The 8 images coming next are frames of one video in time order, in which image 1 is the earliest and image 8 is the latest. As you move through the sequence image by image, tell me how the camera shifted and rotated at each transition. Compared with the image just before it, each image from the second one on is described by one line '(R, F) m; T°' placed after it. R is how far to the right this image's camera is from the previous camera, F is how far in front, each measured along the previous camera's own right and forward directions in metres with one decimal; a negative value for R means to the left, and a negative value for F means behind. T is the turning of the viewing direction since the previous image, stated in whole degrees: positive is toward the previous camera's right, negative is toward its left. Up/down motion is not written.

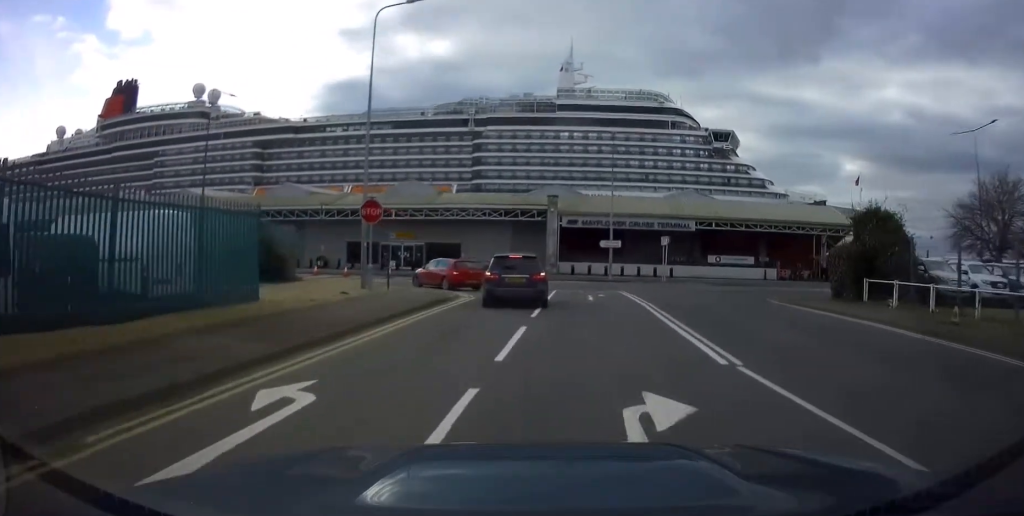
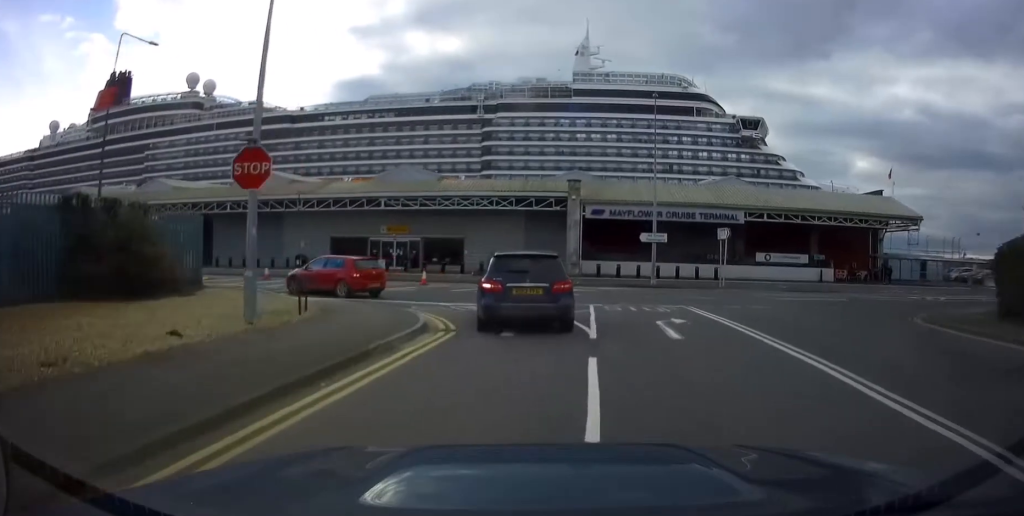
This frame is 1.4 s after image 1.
(-0.3, +10.5) m; -1°
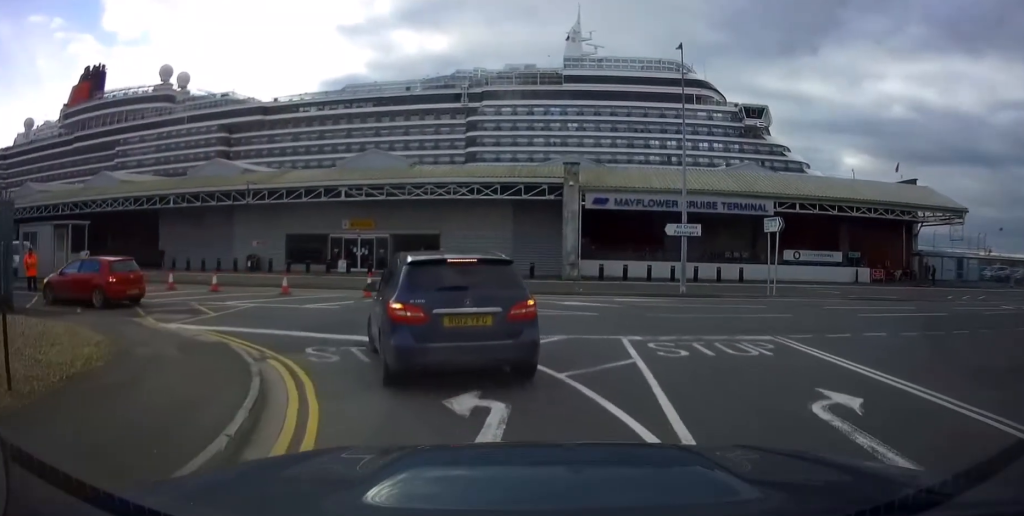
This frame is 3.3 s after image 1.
(+0.2, +9.7) m; 0°
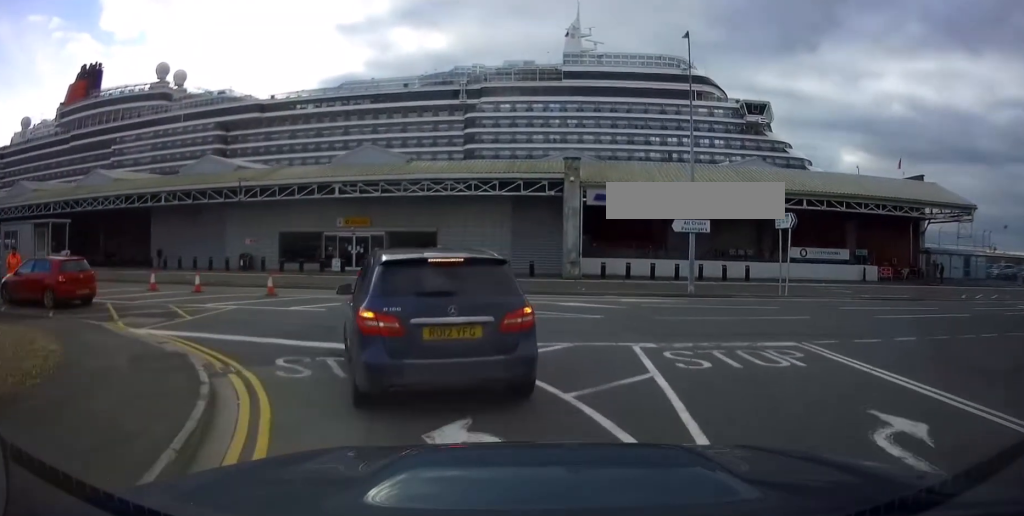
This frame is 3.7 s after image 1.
(0.0, +1.7) m; -1°
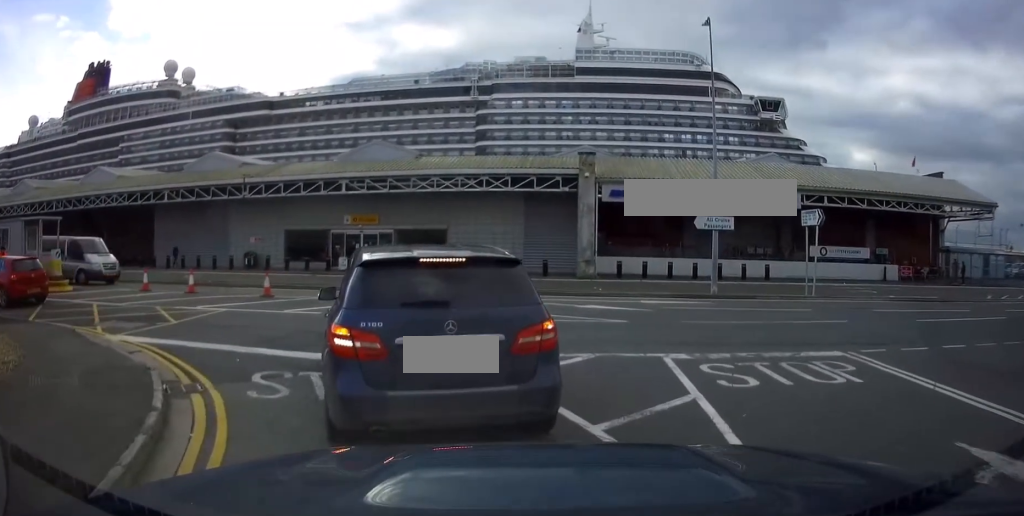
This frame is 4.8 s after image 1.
(-0.1, +2.6) m; -2°
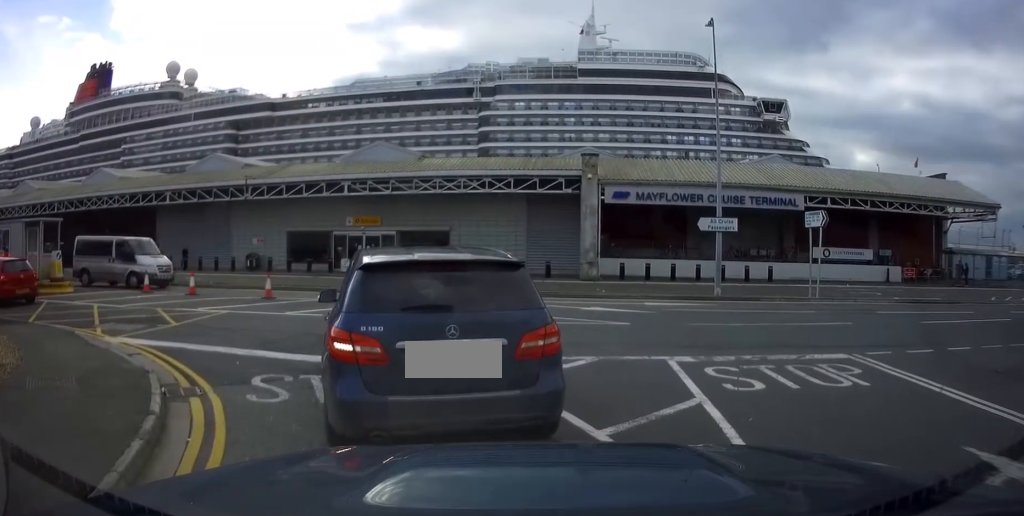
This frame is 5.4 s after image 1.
(0.0, +0.6) m; 0°
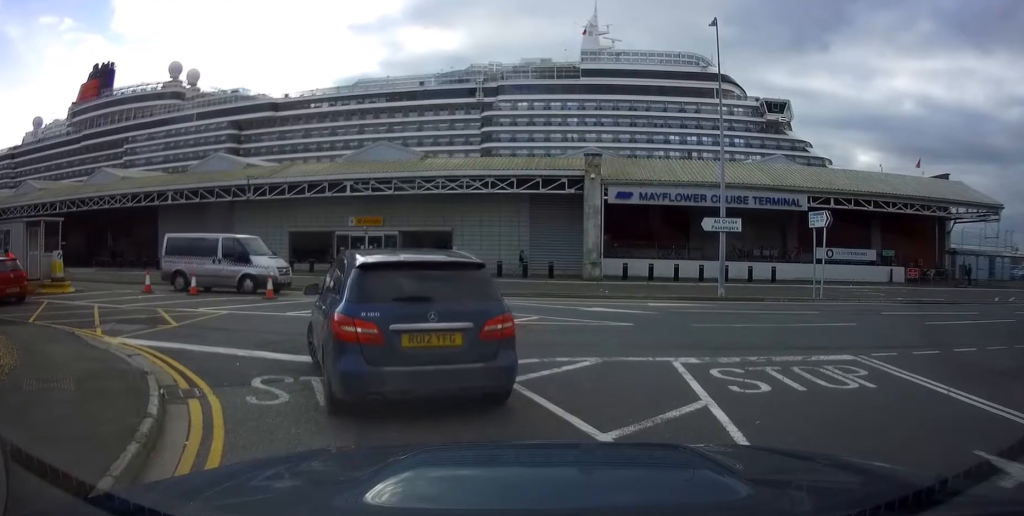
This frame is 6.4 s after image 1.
(0.0, +0.4) m; 0°
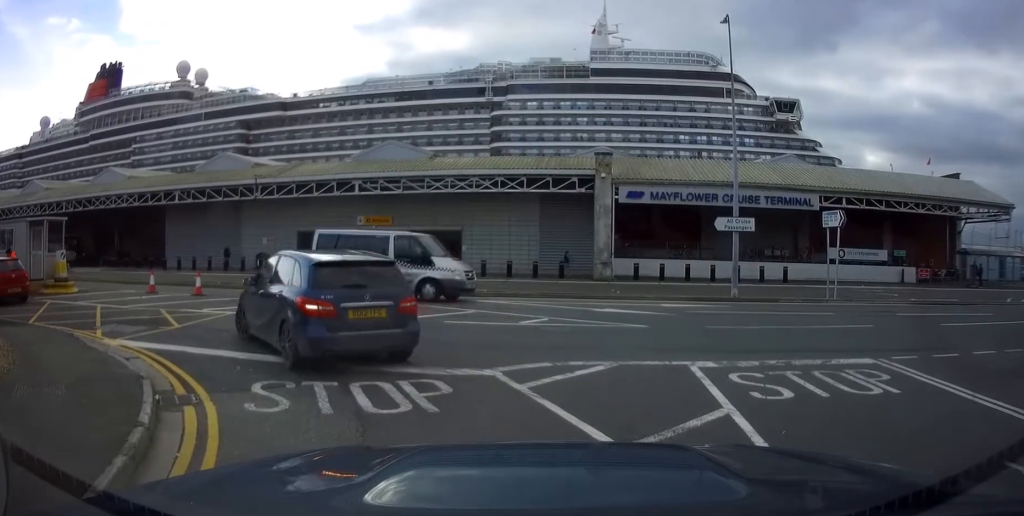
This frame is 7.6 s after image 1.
(0.0, +0.1) m; 0°
